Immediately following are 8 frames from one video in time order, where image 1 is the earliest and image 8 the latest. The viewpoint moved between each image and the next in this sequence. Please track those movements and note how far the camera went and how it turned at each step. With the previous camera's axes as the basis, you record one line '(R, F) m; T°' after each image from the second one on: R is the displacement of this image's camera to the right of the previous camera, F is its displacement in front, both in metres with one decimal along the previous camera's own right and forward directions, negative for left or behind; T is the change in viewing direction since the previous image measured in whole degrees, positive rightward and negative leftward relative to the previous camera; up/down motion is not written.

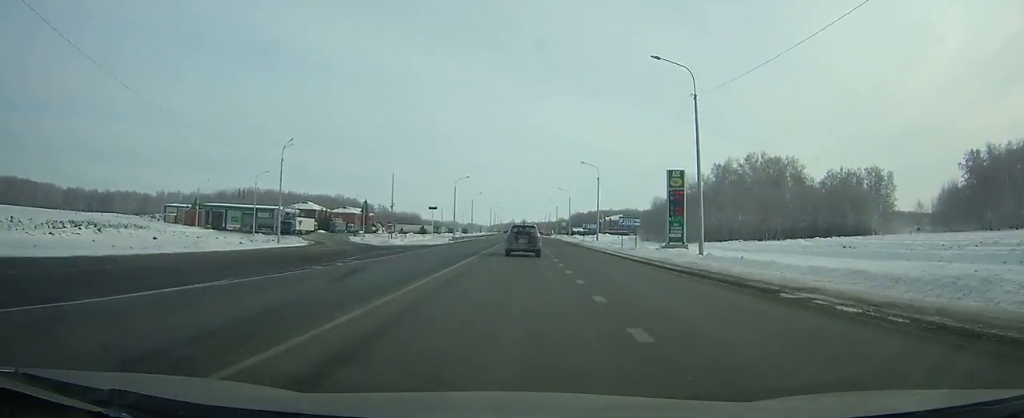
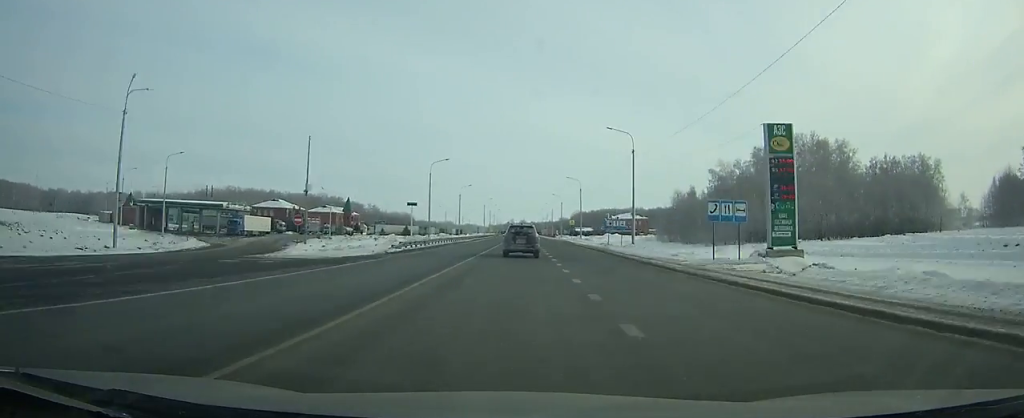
(0.0, +27.7) m; 0°
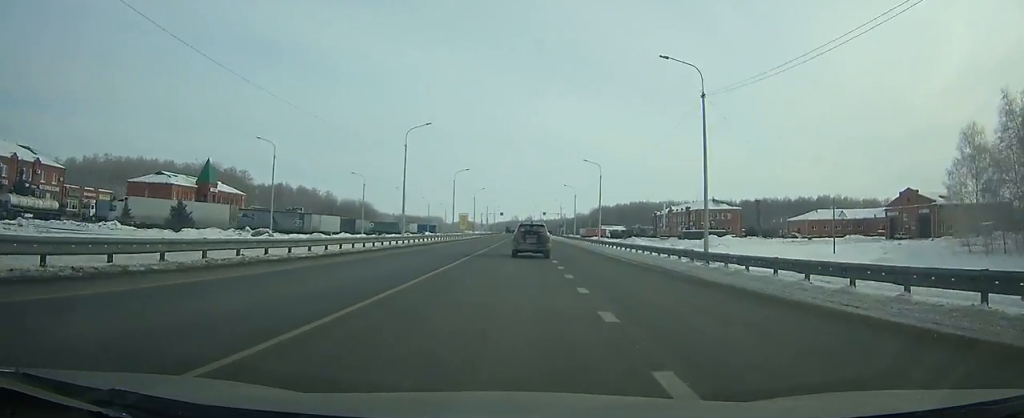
(-0.4, +121.4) m; -1°
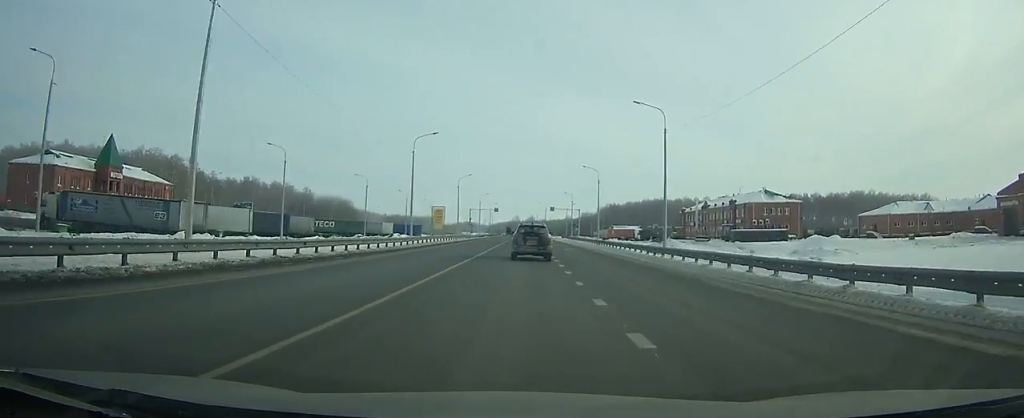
(-0.1, +35.4) m; 0°
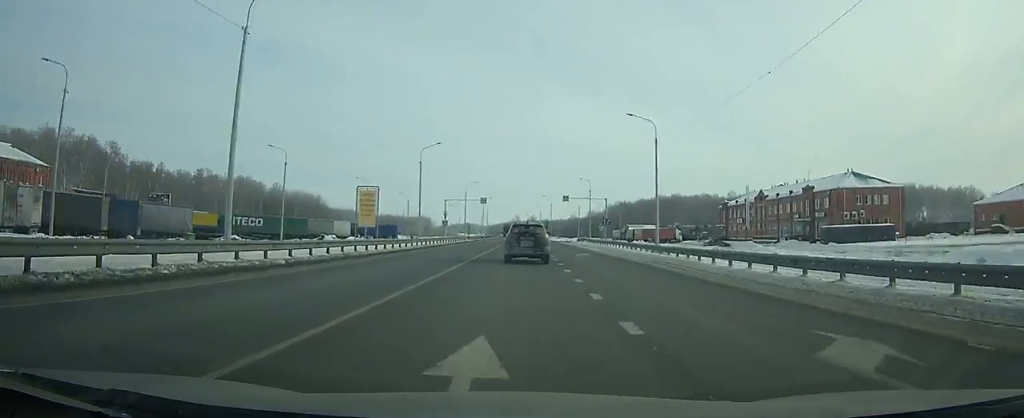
(0.0, +36.6) m; 0°
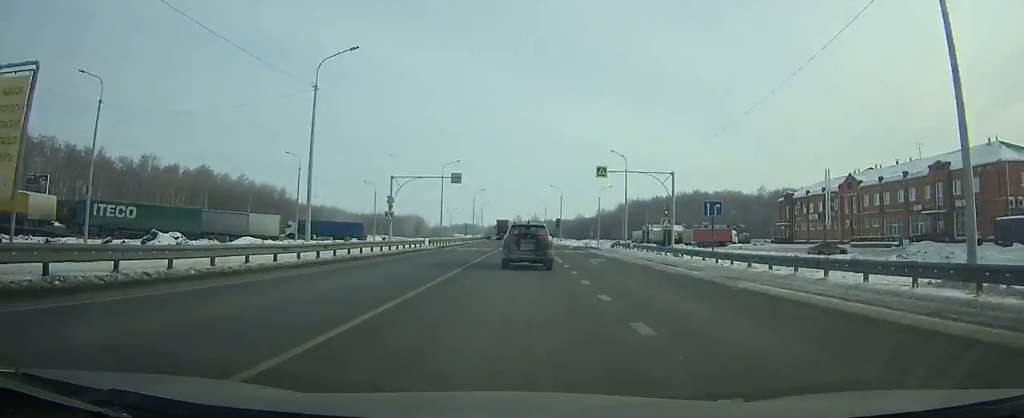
(0.0, +34.7) m; 0°
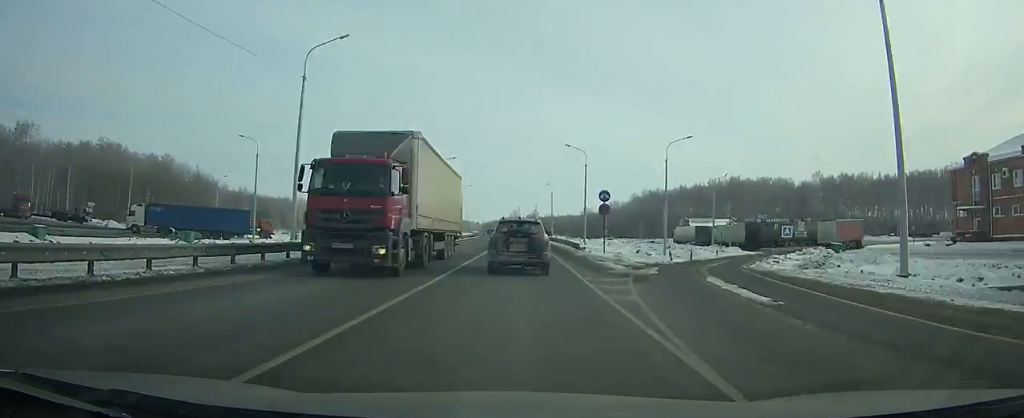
(-0.2, +51.4) m; 0°
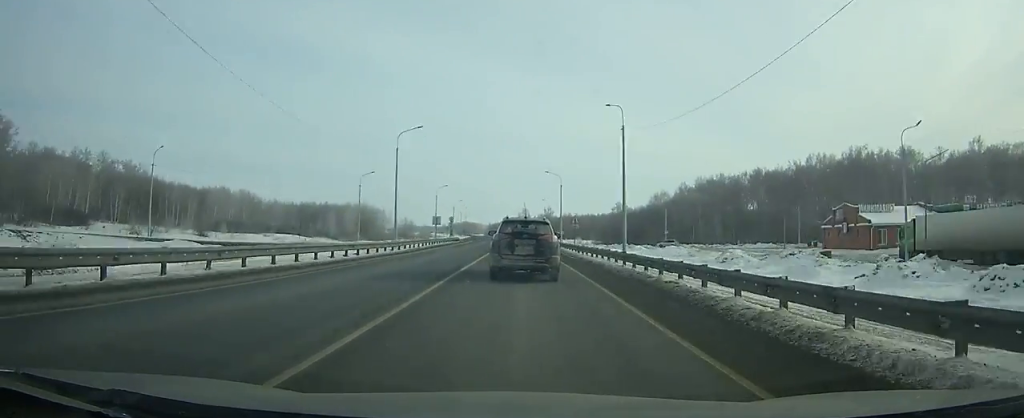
(-0.6, +77.8) m; -1°
